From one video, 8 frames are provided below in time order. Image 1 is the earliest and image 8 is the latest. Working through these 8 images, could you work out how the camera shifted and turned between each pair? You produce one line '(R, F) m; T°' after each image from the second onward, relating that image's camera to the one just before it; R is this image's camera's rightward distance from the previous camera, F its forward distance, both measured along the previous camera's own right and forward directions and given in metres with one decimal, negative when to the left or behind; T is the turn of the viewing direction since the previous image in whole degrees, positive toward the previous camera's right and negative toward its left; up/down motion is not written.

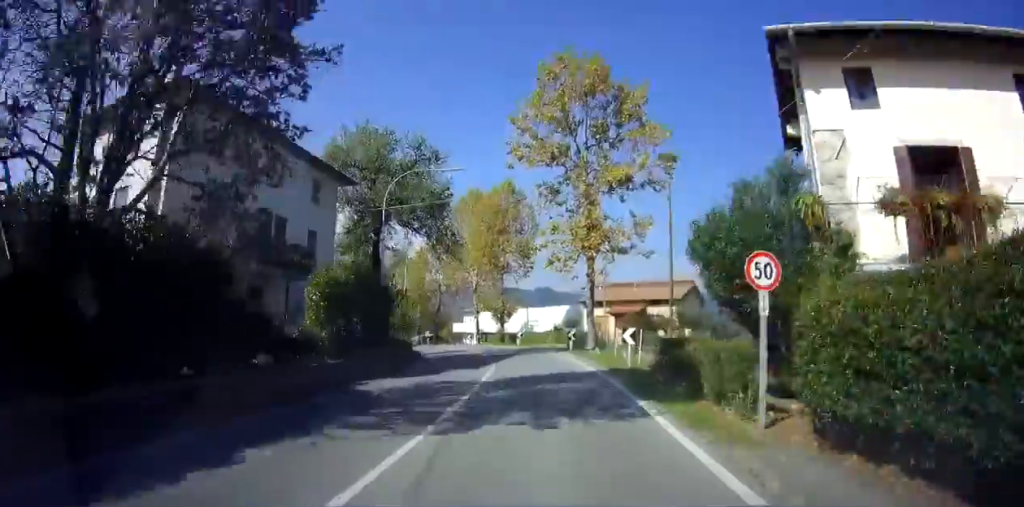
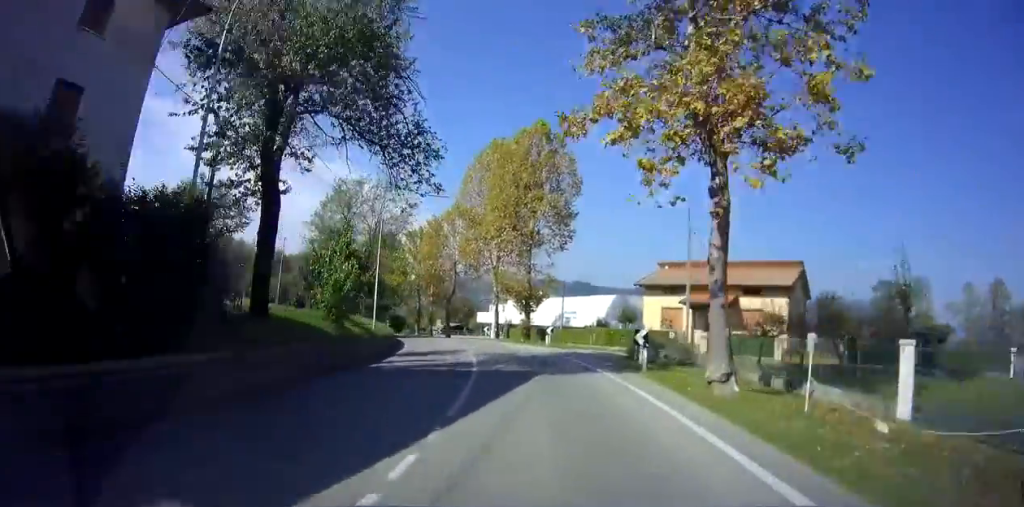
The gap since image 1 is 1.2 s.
(0.0, +18.3) m; -1°
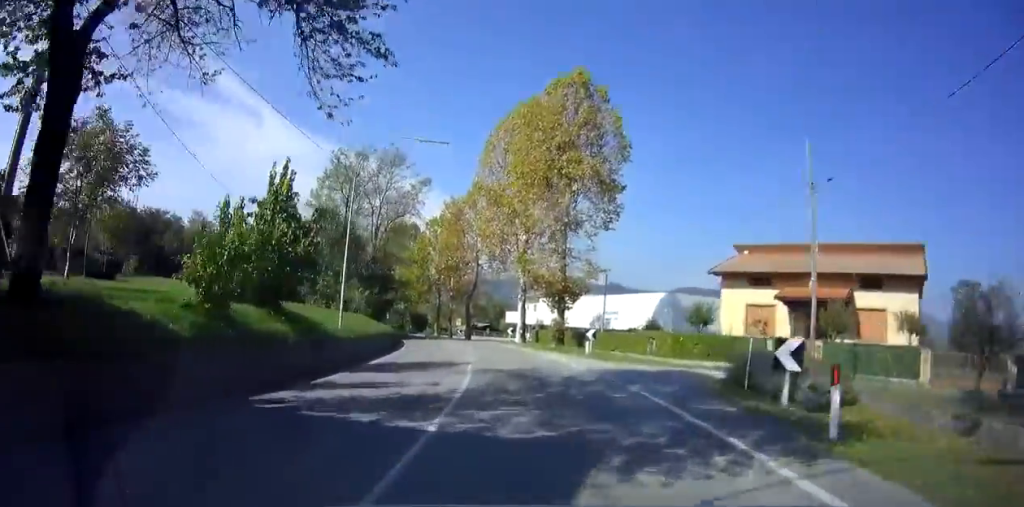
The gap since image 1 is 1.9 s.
(0.0, +11.0) m; -2°
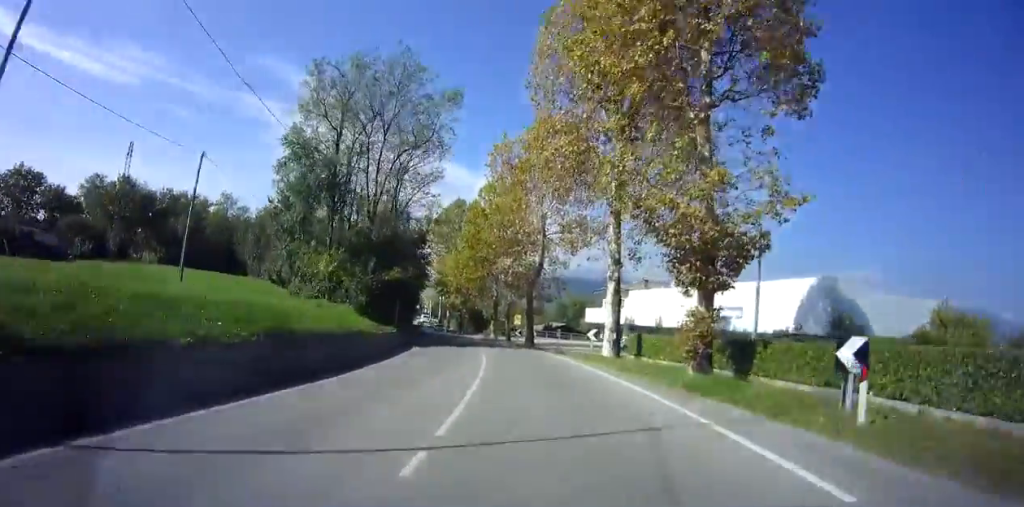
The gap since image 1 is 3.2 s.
(-1.2, +20.9) m; -8°
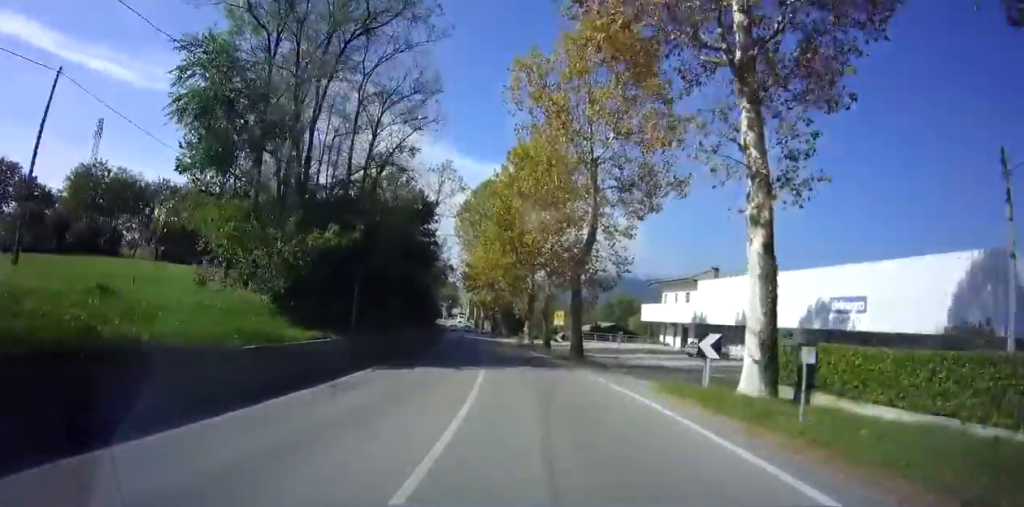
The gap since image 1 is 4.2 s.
(-0.9, +13.9) m; -6°
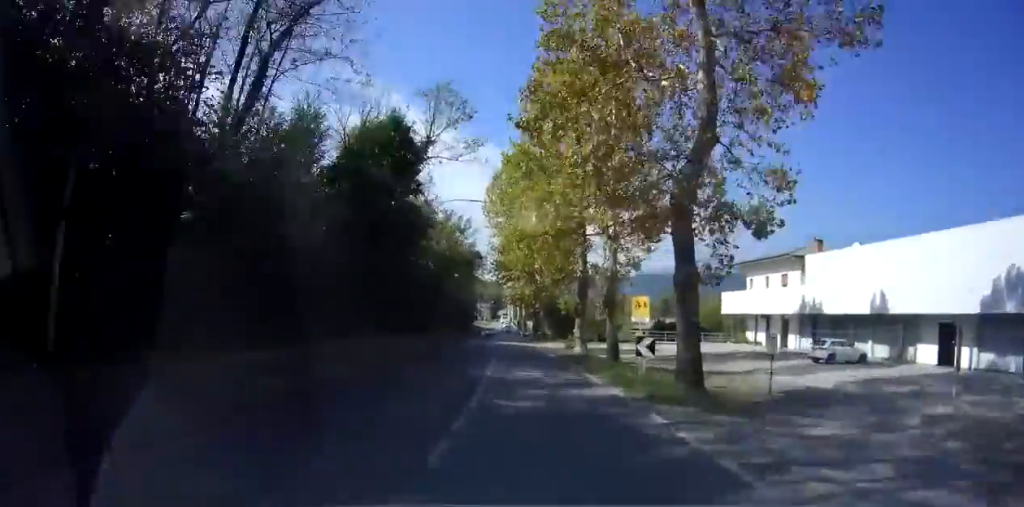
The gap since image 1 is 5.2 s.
(-0.5, +15.1) m; -4°
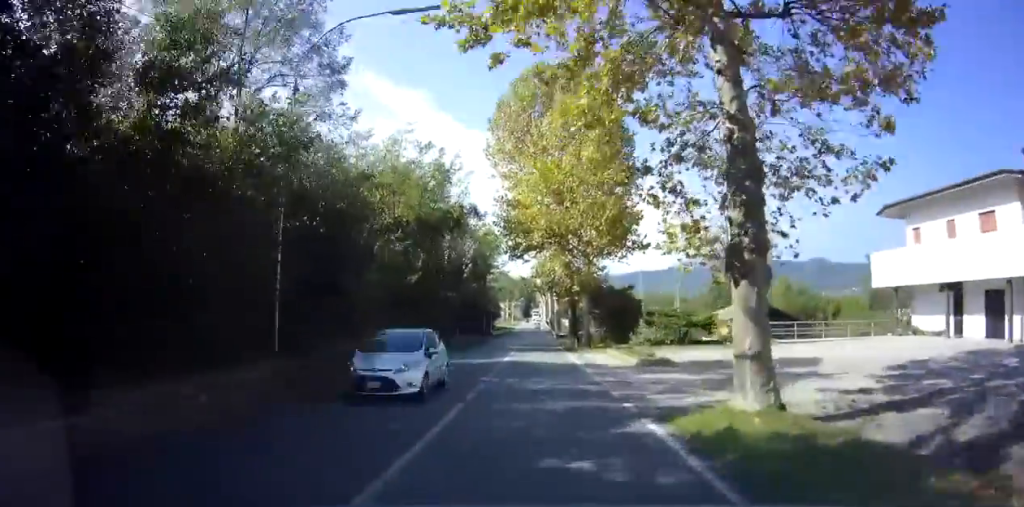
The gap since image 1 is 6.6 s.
(-1.5, +22.5) m; -6°
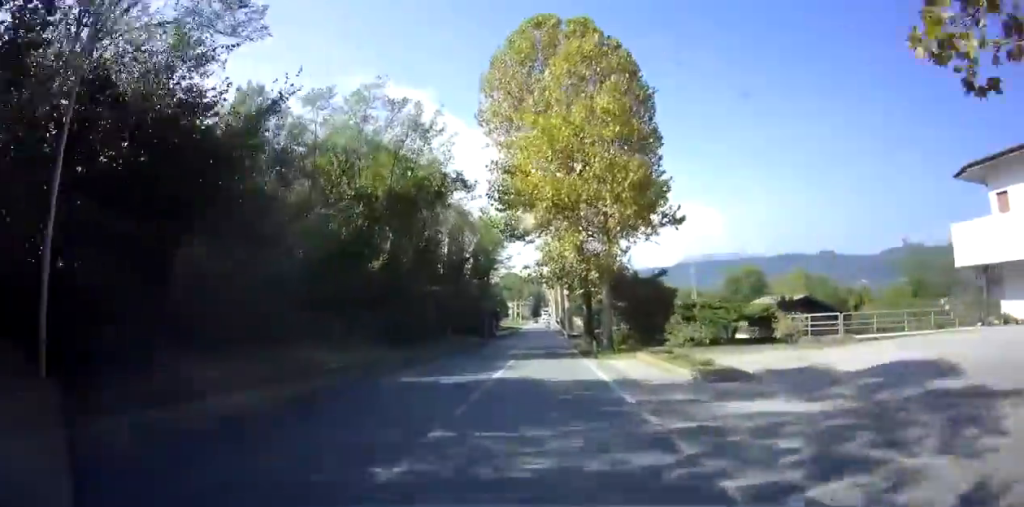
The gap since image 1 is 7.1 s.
(-0.2, +7.3) m; -1°
